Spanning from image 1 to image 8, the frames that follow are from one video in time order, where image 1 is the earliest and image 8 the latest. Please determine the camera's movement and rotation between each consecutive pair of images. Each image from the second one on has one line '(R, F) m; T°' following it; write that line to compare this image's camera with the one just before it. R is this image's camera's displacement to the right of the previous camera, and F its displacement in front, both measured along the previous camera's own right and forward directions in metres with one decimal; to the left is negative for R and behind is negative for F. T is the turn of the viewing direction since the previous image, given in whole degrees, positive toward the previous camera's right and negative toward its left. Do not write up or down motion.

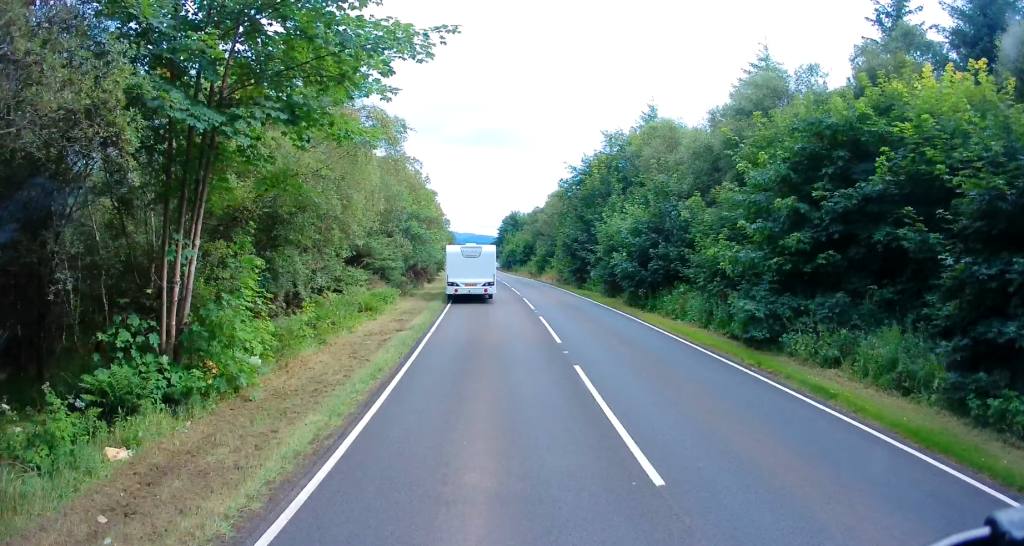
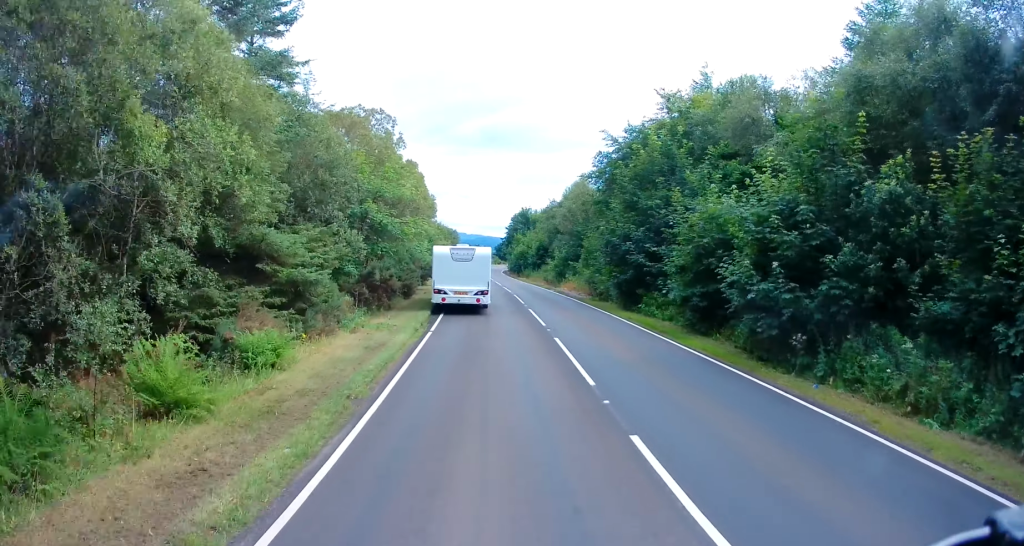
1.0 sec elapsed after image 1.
(-0.3, +13.1) m; -1°
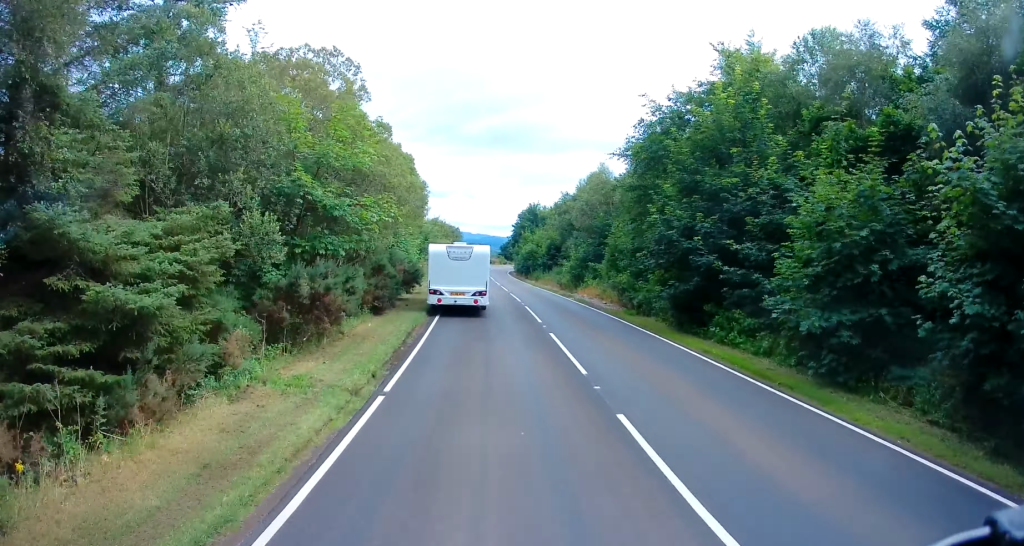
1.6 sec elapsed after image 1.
(0.0, +7.8) m; 0°
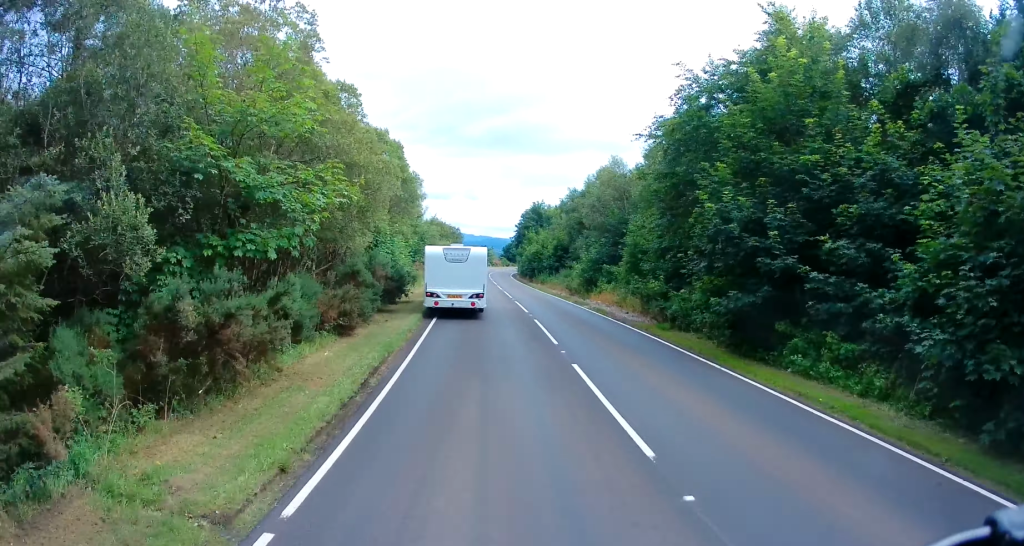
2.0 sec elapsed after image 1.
(0.0, +4.8) m; 0°
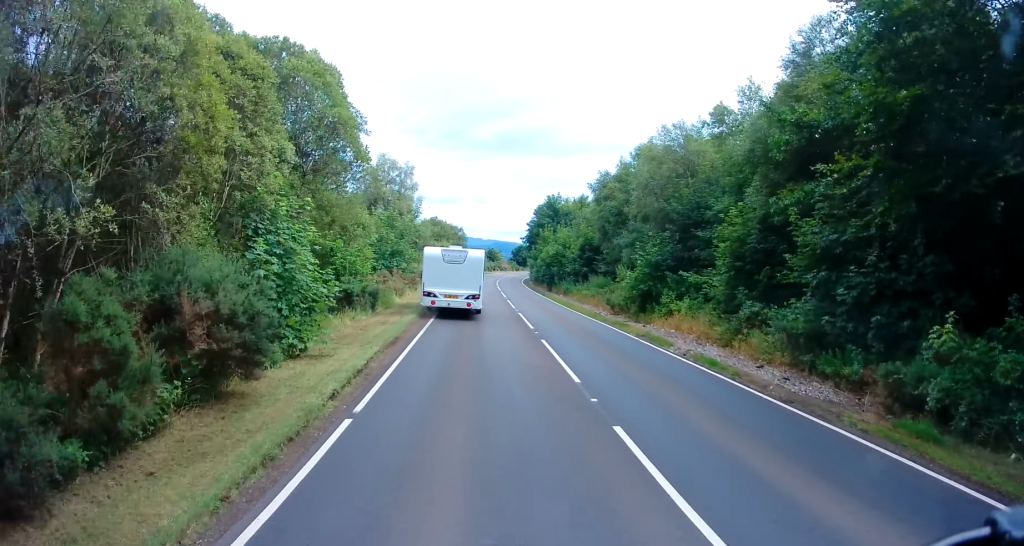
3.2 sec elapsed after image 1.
(0.0, +13.5) m; -1°
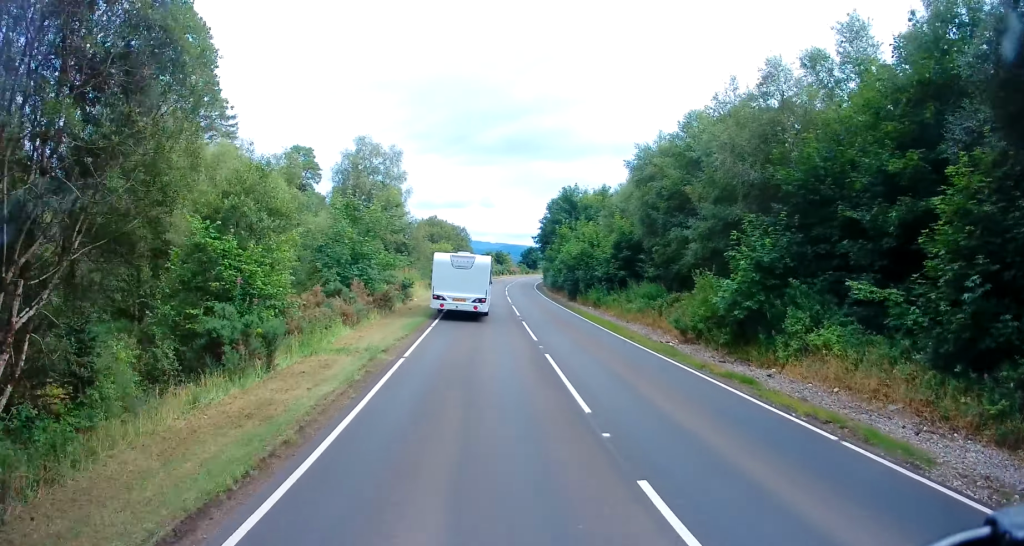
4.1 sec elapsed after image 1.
(-0.2, +10.7) m; -1°
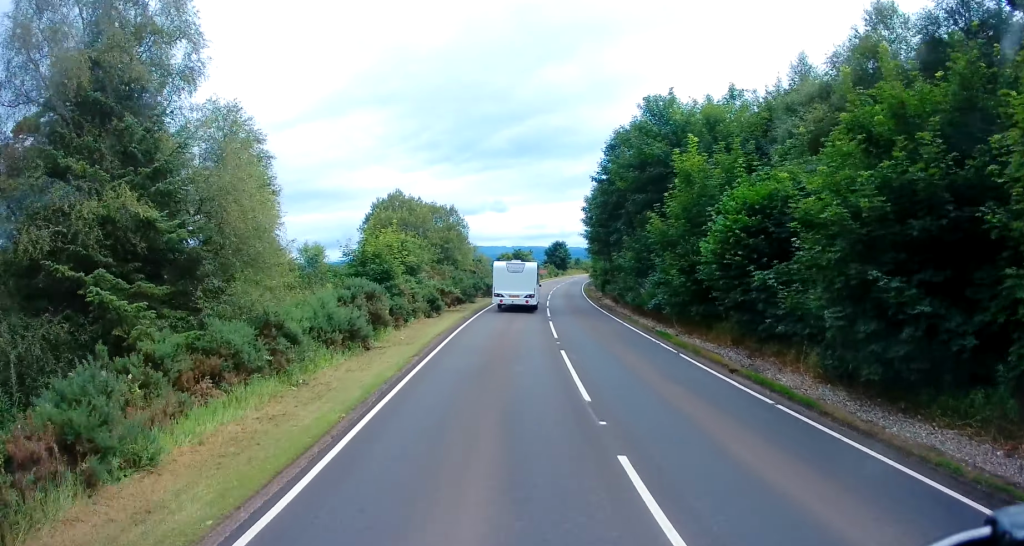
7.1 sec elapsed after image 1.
(+0.3, +35.4) m; -1°
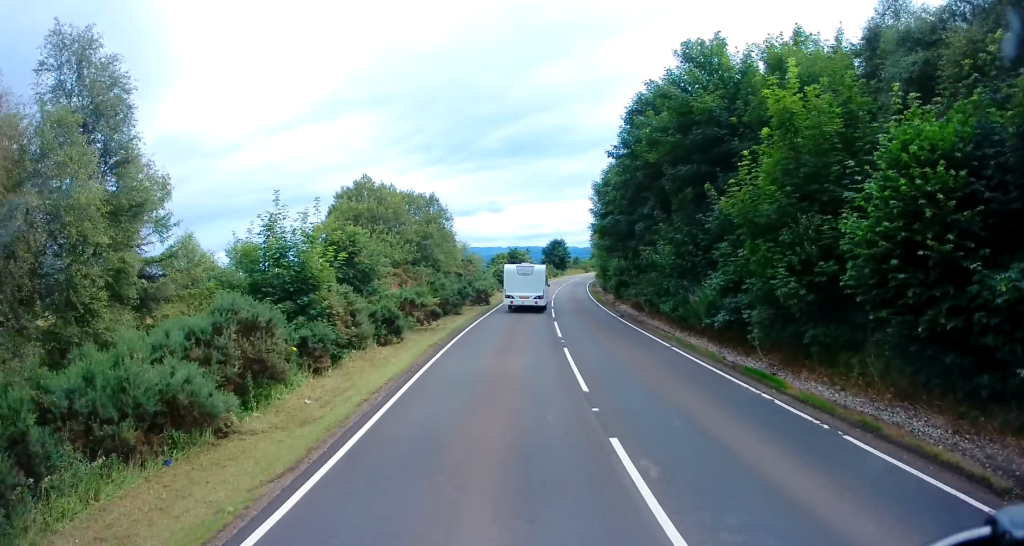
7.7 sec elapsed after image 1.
(0.0, +8.3) m; +1°
